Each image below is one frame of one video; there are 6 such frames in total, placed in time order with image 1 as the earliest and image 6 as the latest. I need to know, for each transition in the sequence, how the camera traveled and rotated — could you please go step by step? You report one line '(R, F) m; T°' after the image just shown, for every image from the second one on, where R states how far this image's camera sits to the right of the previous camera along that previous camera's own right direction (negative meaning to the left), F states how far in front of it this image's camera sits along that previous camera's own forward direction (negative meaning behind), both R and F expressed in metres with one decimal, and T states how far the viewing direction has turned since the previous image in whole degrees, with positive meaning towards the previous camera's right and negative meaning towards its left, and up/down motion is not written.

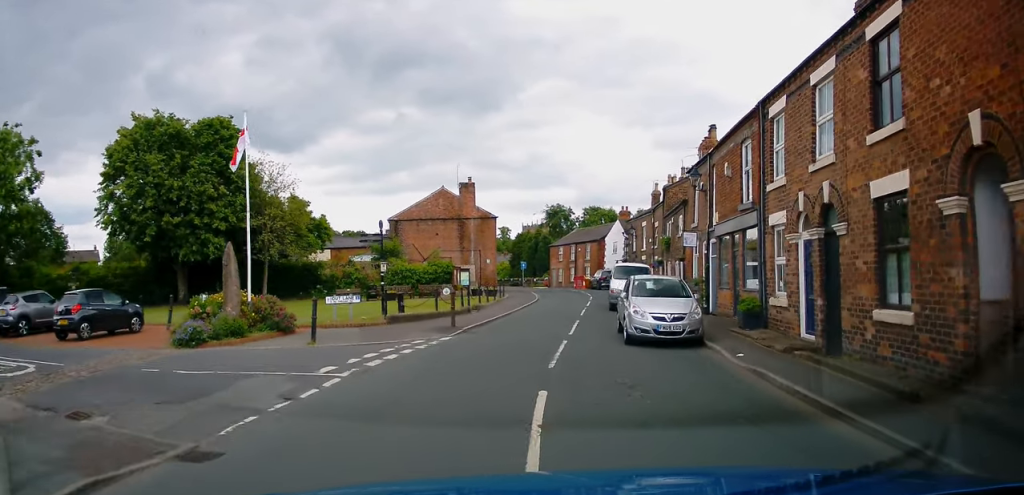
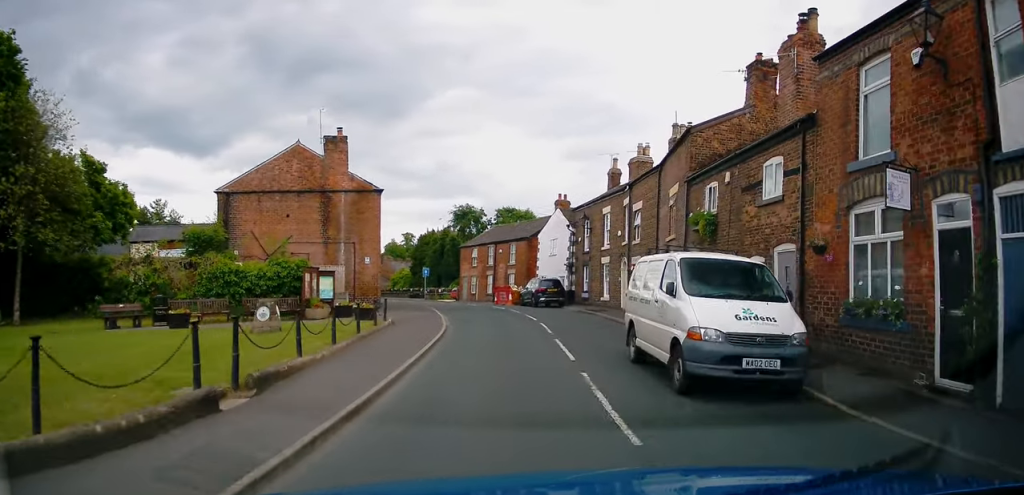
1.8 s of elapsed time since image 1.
(+0.4, +16.3) m; +4°
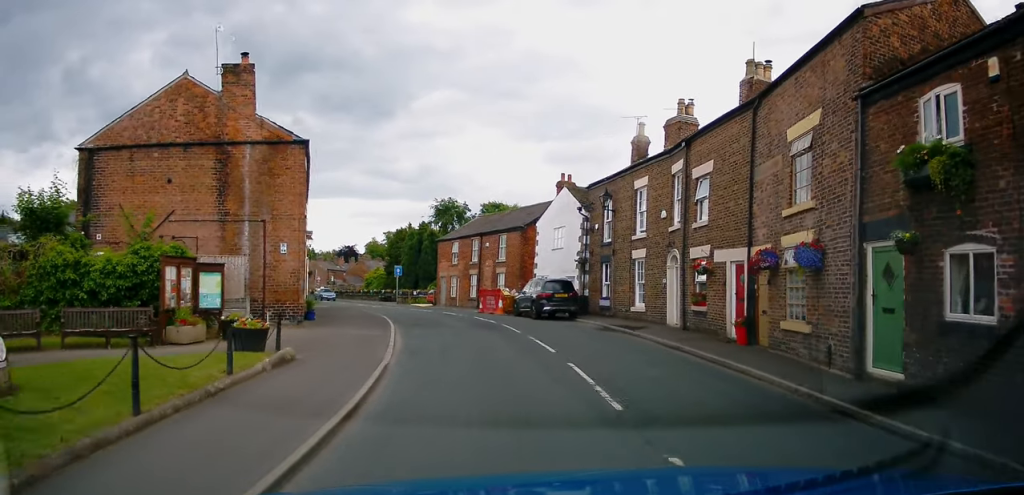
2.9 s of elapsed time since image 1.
(+0.3, +9.8) m; +3°
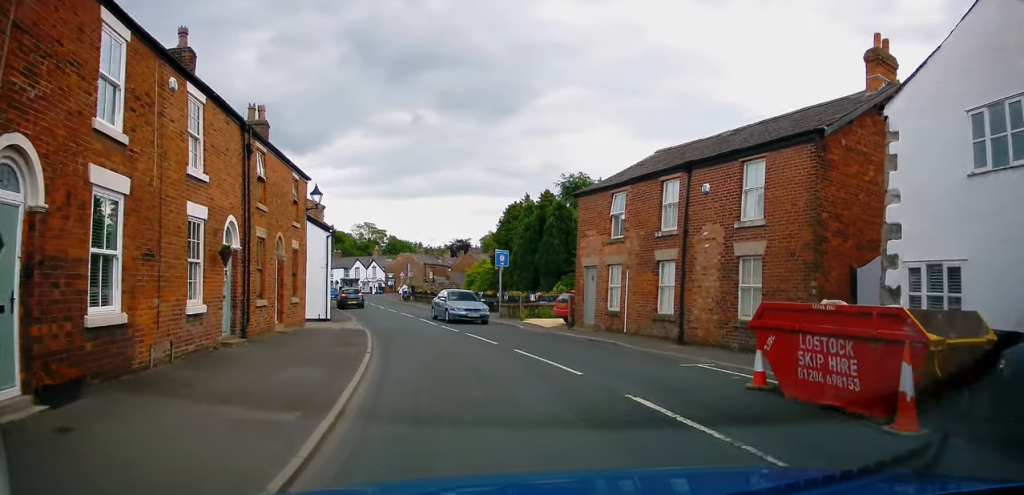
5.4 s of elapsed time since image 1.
(-1.4, +23.2) m; -12°
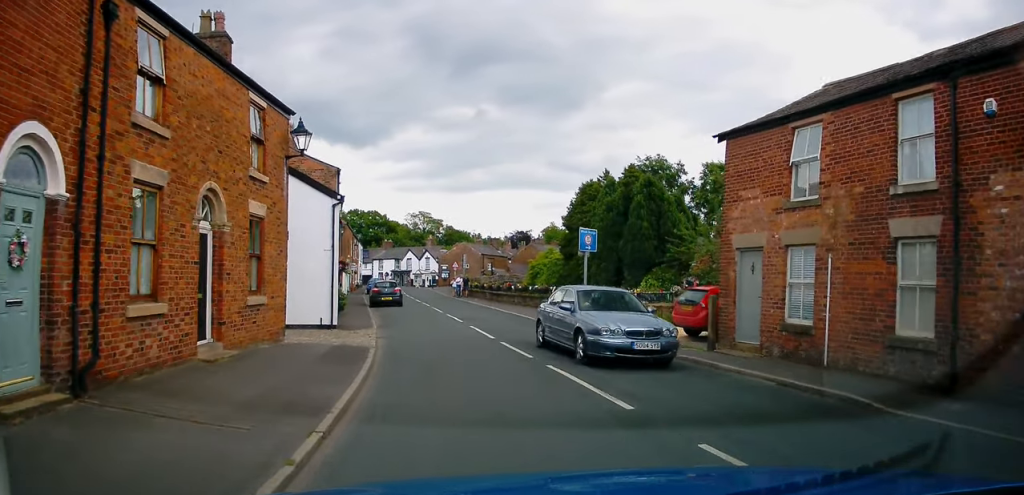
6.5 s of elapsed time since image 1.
(-0.4, +8.9) m; -5°
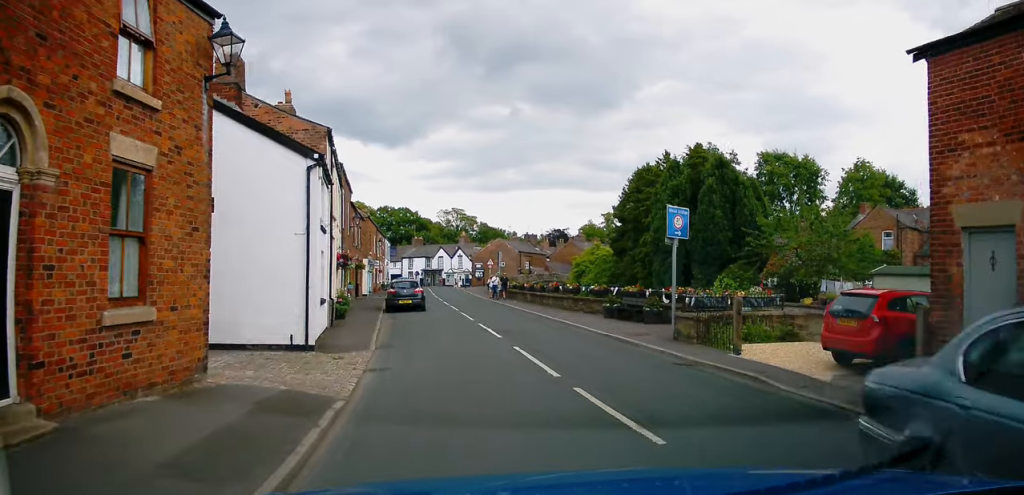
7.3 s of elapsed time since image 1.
(-0.2, +6.1) m; -2°
